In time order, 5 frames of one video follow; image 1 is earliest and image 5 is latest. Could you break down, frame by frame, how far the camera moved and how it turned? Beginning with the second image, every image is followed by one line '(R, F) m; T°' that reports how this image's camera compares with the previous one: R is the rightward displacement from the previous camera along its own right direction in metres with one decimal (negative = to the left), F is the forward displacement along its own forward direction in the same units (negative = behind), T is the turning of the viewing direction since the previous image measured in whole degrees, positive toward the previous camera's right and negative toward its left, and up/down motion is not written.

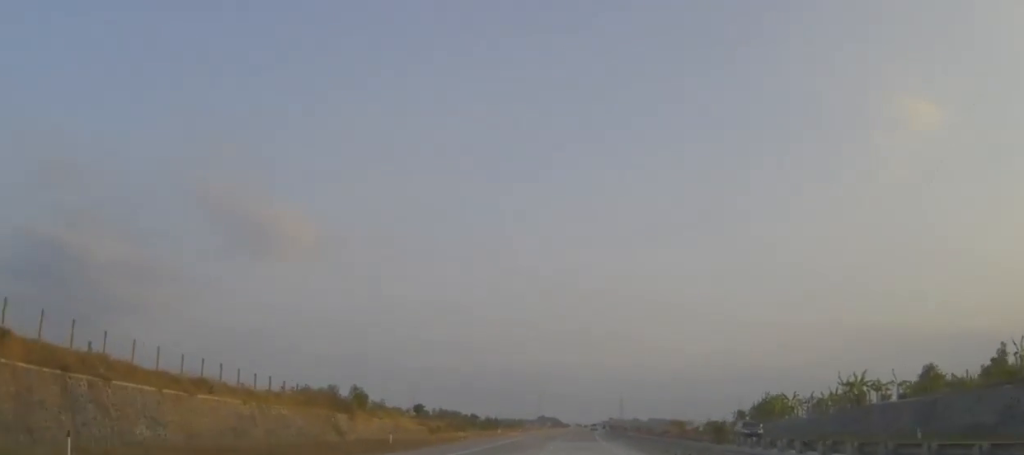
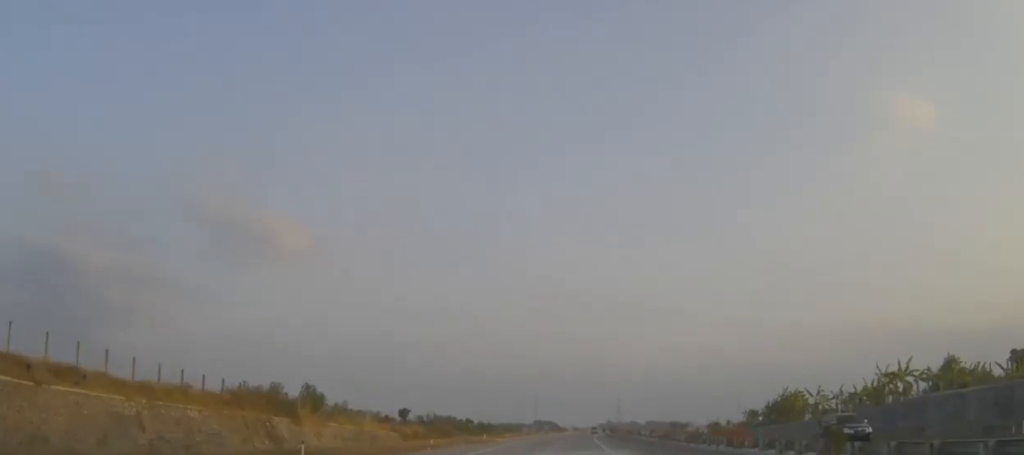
(+0.1, +12.9) m; 0°
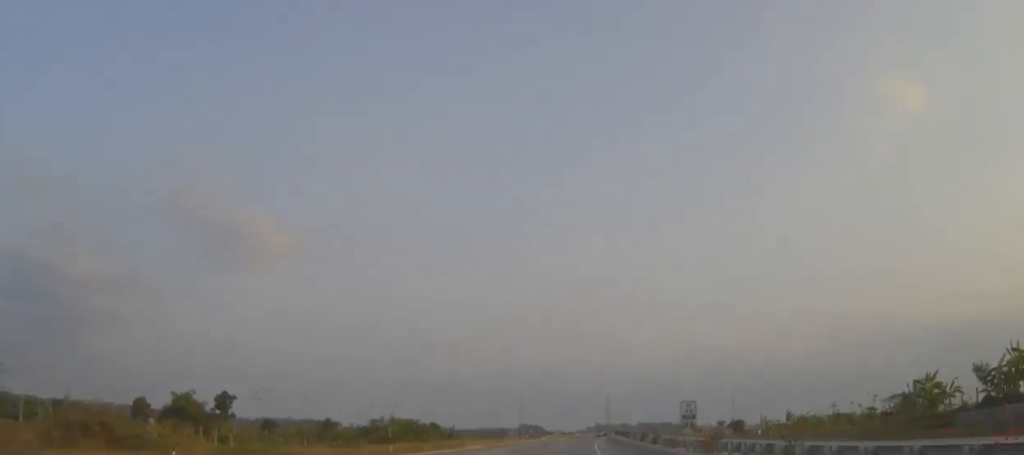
(+1.0, +83.7) m; +1°
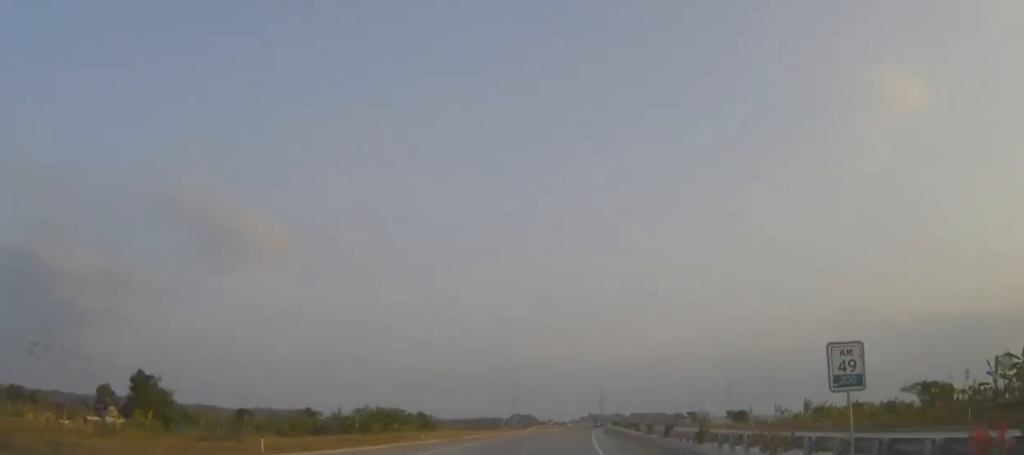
(0.0, +16.0) m; 0°
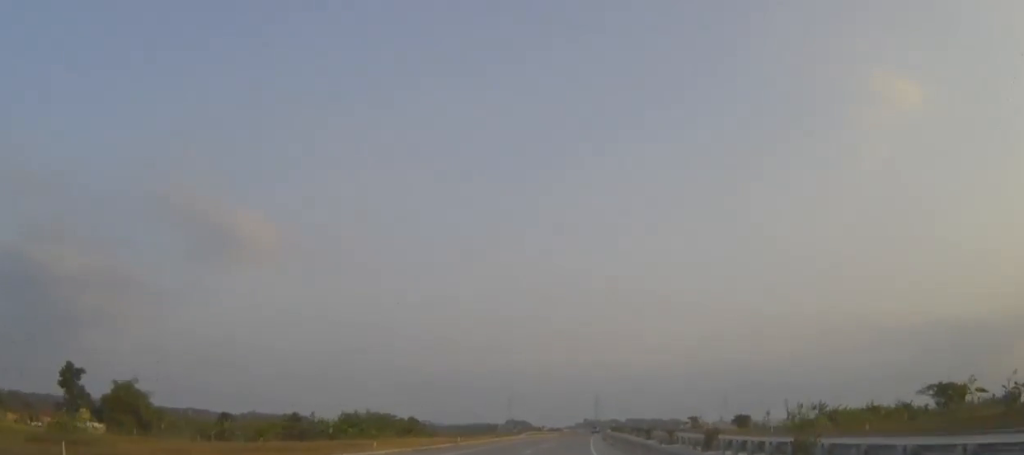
(+0.1, +10.8) m; 0°
